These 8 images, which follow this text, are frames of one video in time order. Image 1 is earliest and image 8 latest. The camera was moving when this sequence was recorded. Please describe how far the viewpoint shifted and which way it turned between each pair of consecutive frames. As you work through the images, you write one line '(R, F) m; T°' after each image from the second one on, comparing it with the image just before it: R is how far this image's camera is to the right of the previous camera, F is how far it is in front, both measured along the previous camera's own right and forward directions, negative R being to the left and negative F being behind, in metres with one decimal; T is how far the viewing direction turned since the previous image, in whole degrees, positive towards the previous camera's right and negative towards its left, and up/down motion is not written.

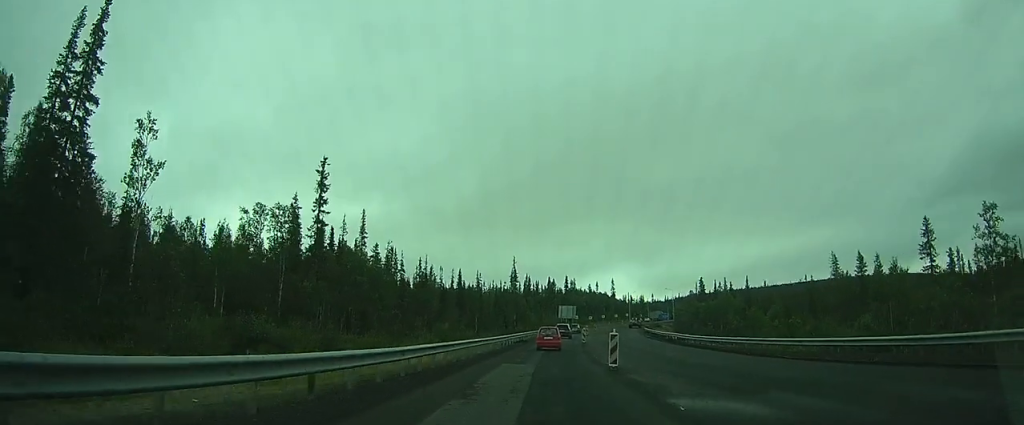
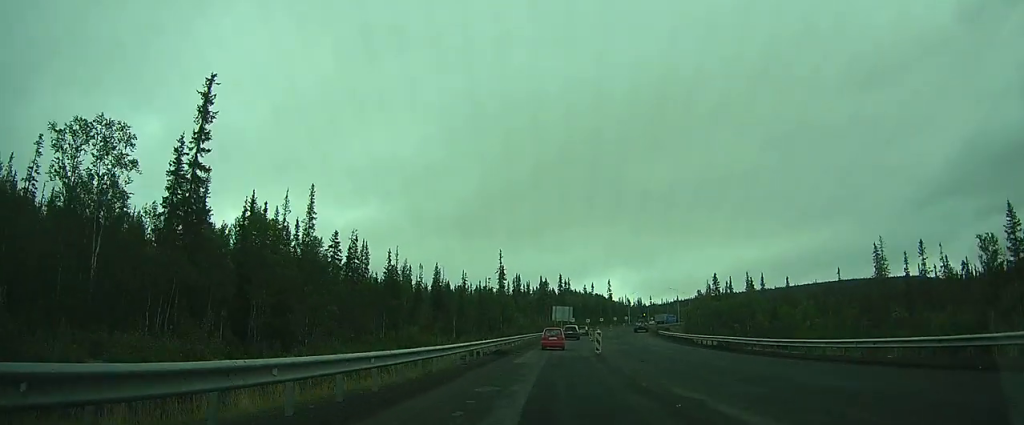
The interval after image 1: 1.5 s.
(+0.1, +20.9) m; 0°
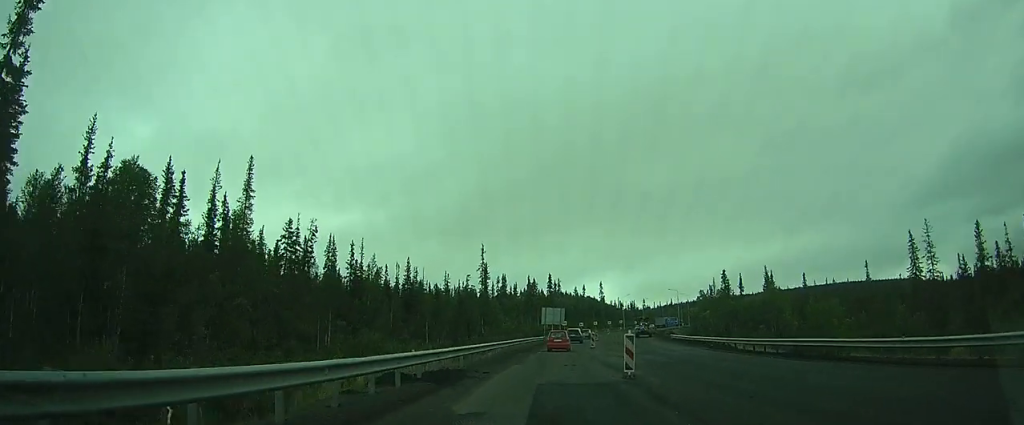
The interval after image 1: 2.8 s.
(0.0, +16.1) m; +1°
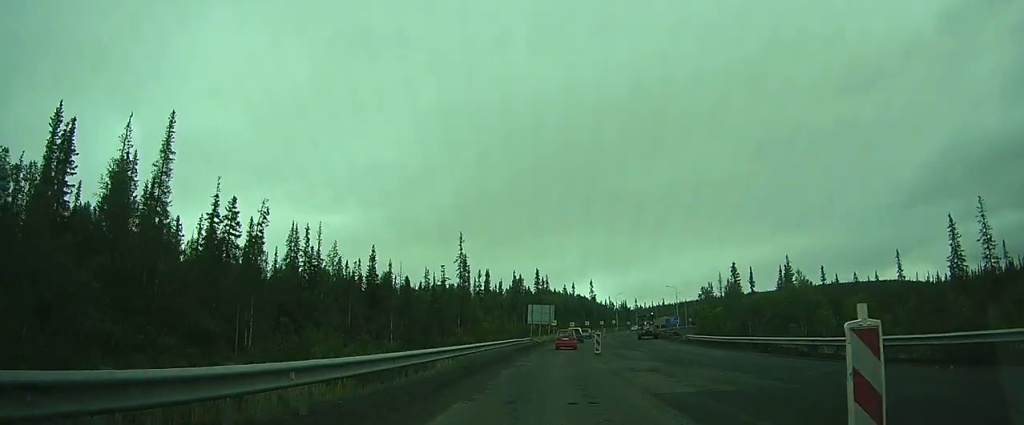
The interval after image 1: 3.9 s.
(+0.3, +14.8) m; +2°
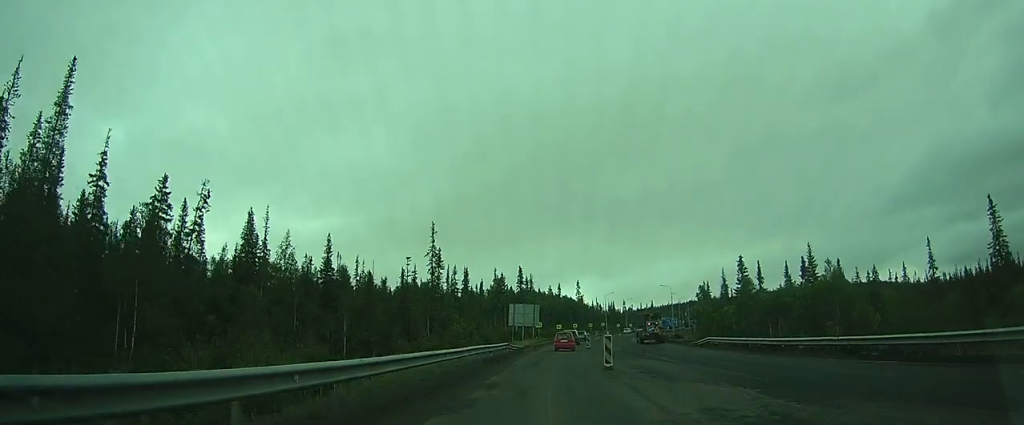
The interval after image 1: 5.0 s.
(+0.2, +12.8) m; +1°
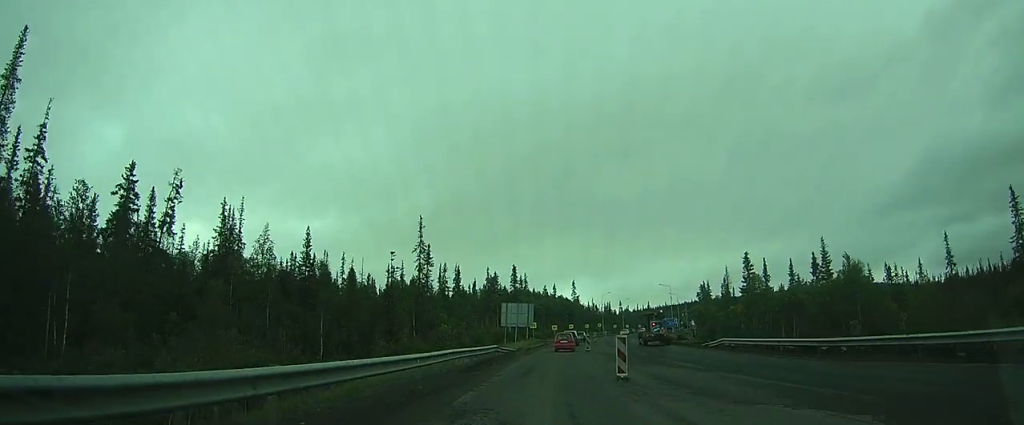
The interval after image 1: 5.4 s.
(0.0, +5.3) m; 0°
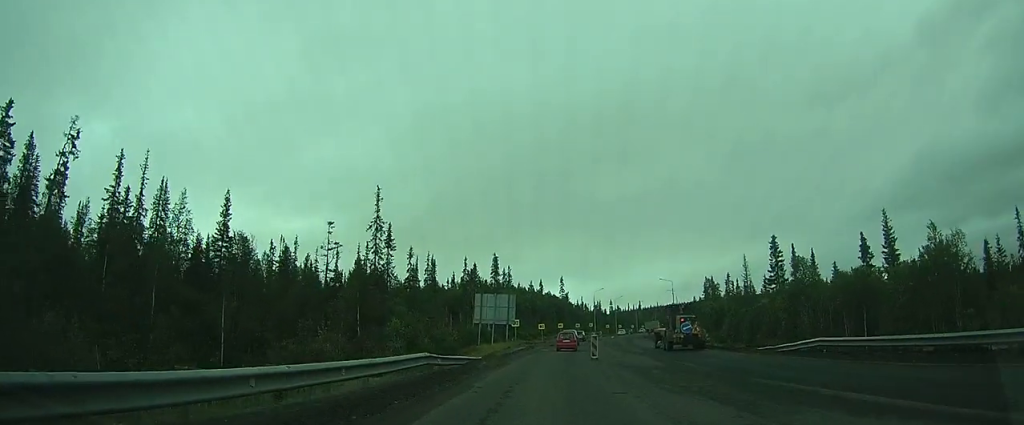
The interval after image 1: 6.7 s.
(+0.4, +15.8) m; +3°
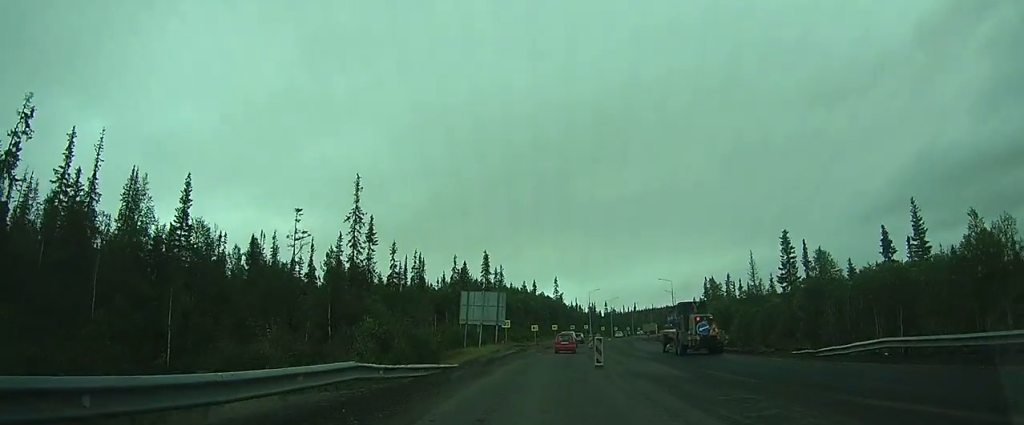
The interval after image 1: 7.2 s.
(+0.1, +5.4) m; +1°
